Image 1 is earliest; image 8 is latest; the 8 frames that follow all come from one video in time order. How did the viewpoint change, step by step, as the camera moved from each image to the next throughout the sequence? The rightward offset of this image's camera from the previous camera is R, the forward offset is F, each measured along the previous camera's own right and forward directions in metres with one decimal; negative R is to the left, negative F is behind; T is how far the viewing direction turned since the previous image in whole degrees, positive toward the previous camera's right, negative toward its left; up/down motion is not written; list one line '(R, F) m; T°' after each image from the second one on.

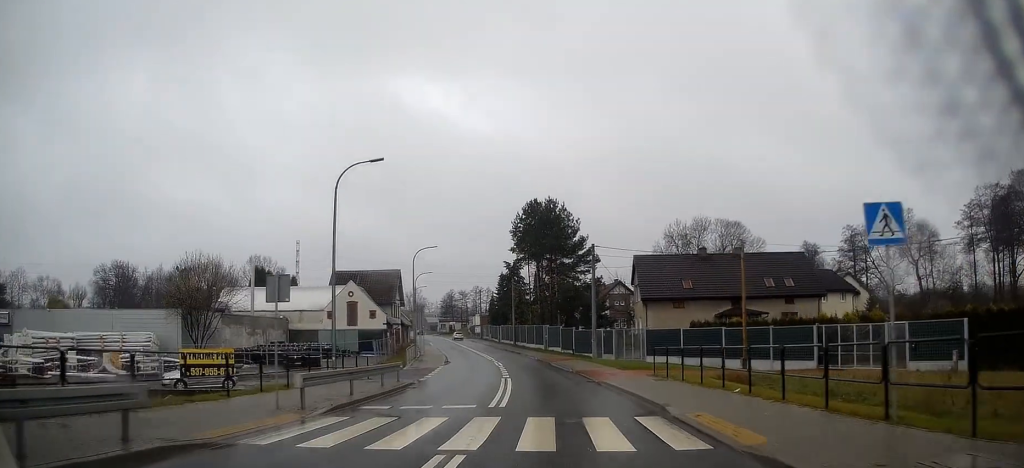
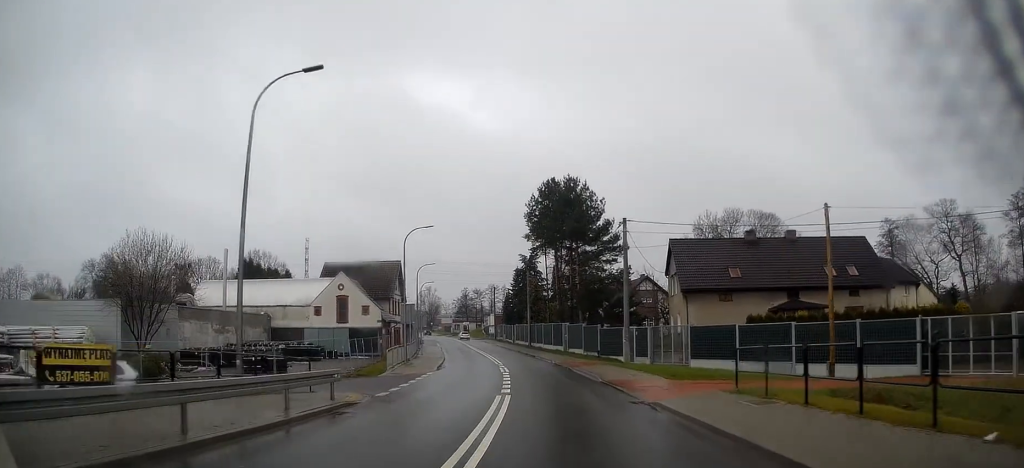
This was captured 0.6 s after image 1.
(0.0, +9.2) m; -1°
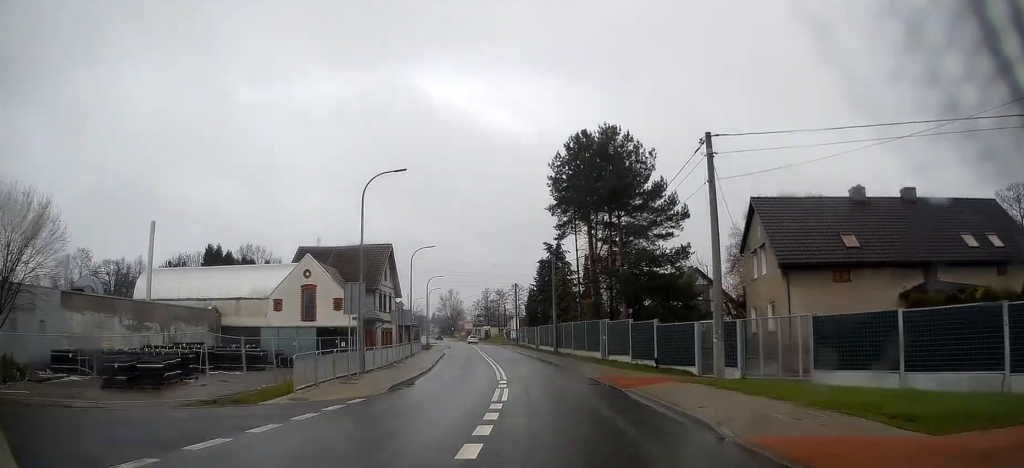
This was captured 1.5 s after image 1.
(-0.3, +14.7) m; -3°
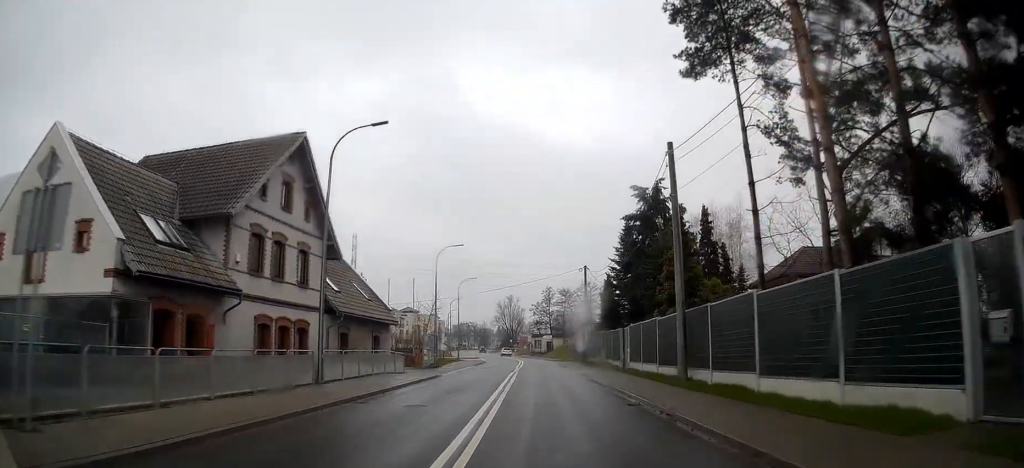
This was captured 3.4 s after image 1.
(-1.7, +31.4) m; -6°
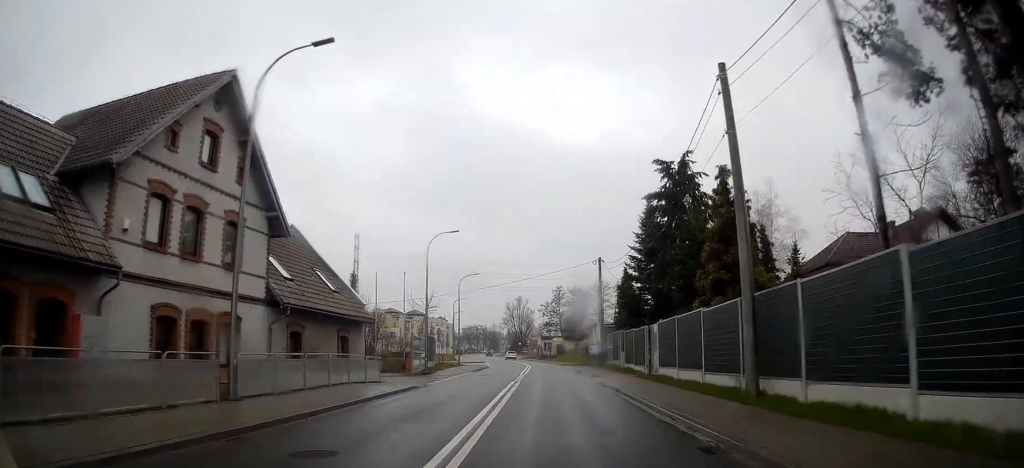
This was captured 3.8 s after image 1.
(-0.1, +6.6) m; -1°
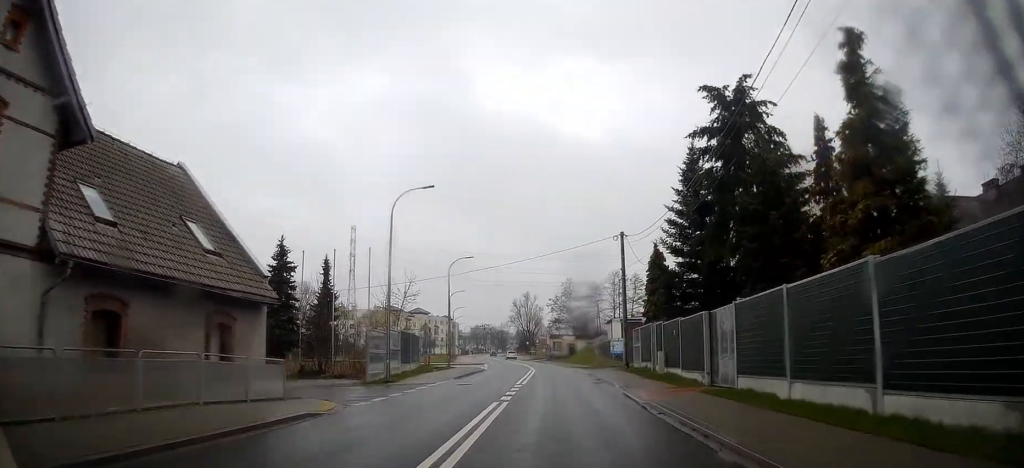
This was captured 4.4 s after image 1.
(-0.1, +11.0) m; -1°
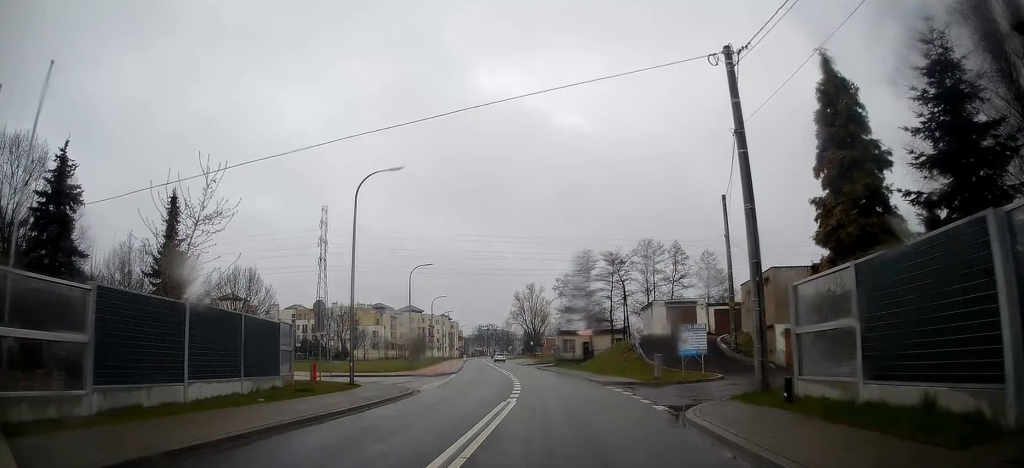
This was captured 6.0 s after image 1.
(-0.6, +26.2) m; -2°
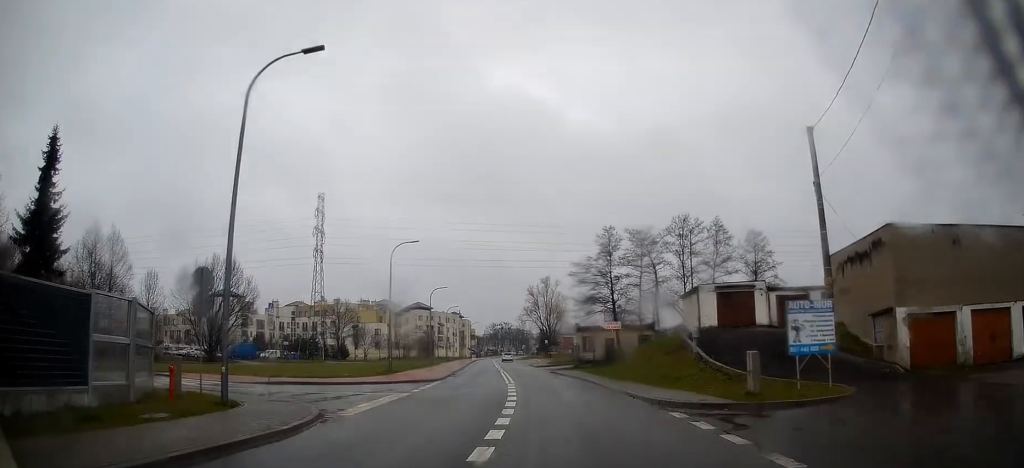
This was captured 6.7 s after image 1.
(0.0, +11.4) m; -1°
